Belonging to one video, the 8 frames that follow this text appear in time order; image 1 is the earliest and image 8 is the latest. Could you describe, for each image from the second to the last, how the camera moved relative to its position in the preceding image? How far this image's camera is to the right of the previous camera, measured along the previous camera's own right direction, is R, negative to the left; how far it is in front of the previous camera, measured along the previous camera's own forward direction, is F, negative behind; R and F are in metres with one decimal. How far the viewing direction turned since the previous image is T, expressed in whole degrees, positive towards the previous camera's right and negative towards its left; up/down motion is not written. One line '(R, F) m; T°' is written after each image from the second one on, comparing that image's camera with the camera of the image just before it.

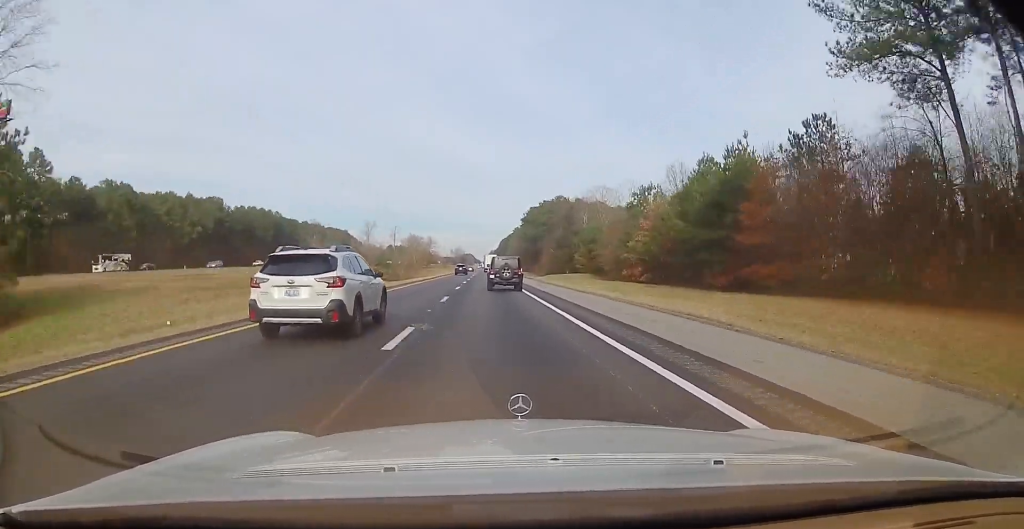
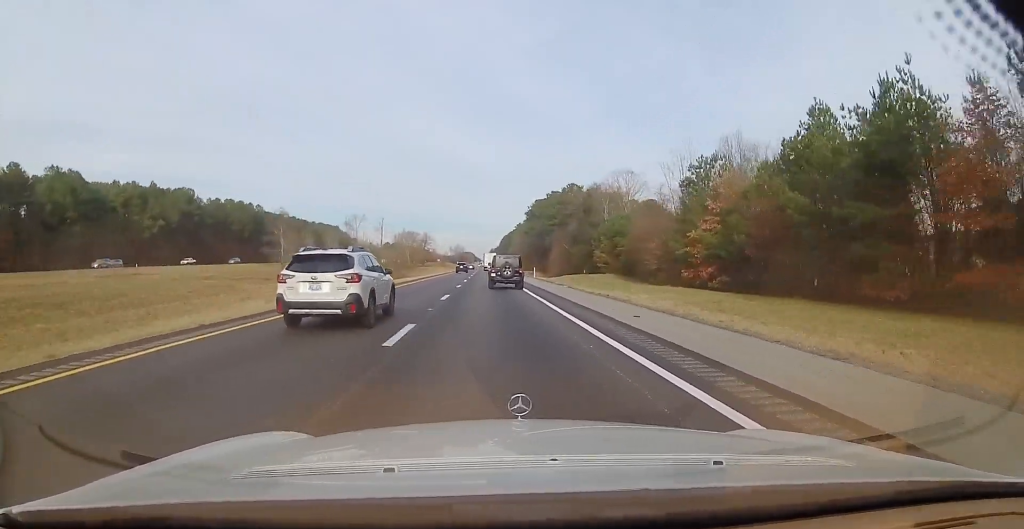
(+0.1, +24.0) m; 0°
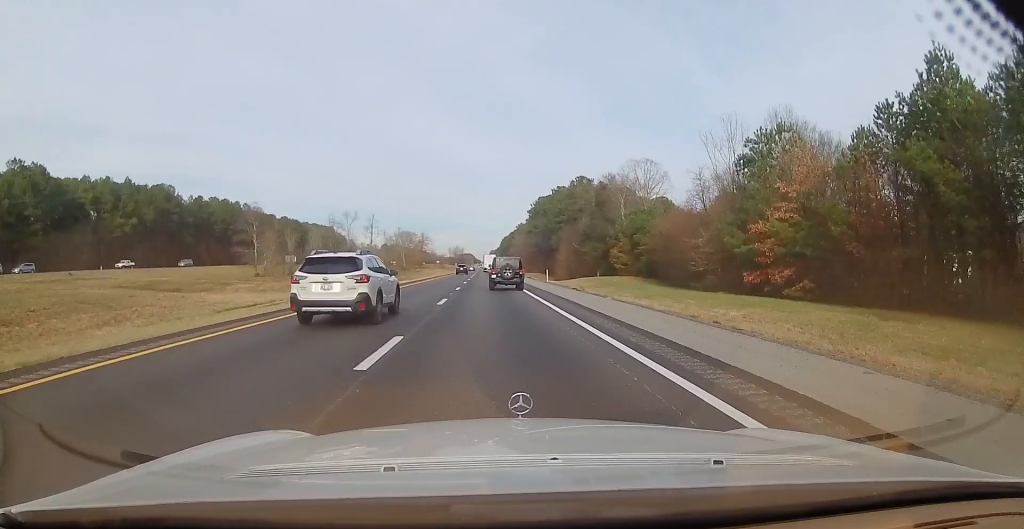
(+0.2, +14.2) m; 0°
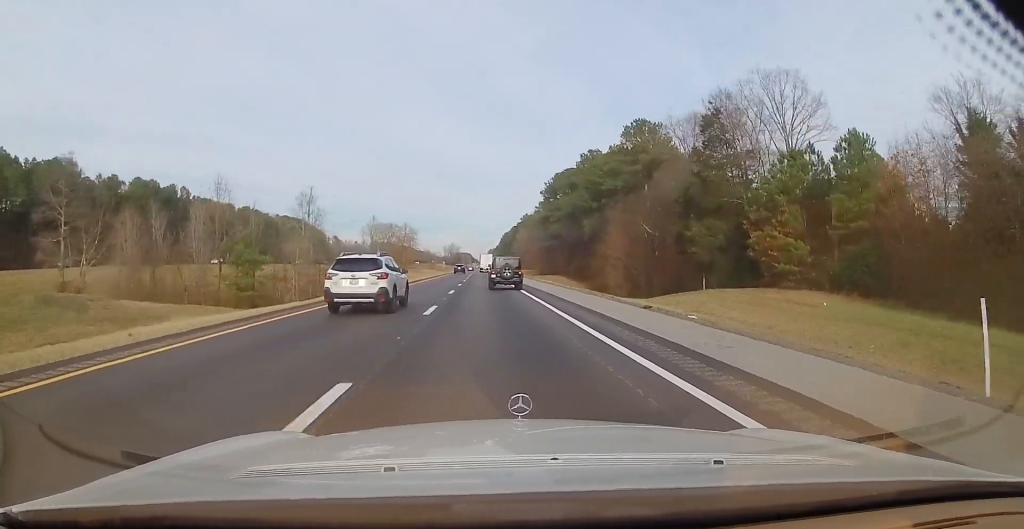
(-0.9, +52.2) m; -1°
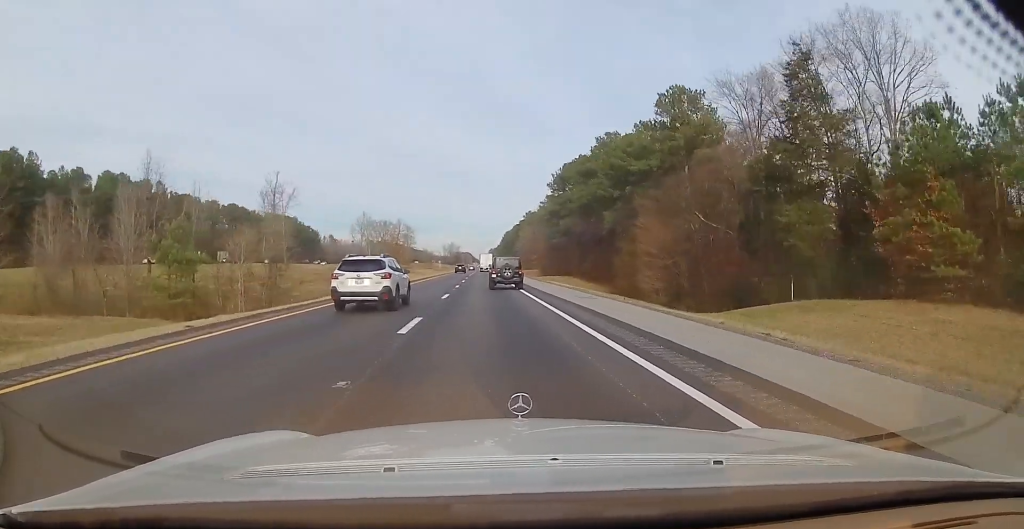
(-0.2, +16.4) m; 0°
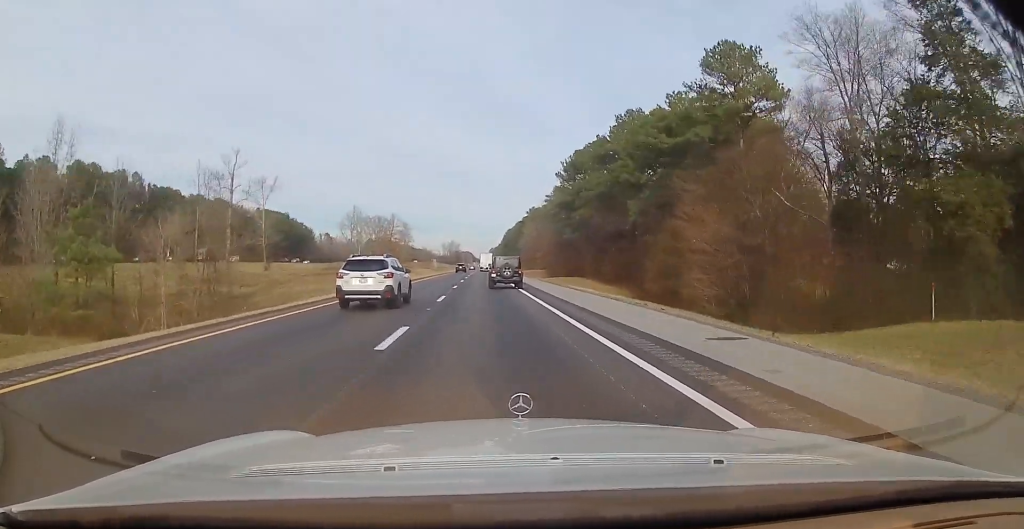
(+0.3, +14.3) m; 0°
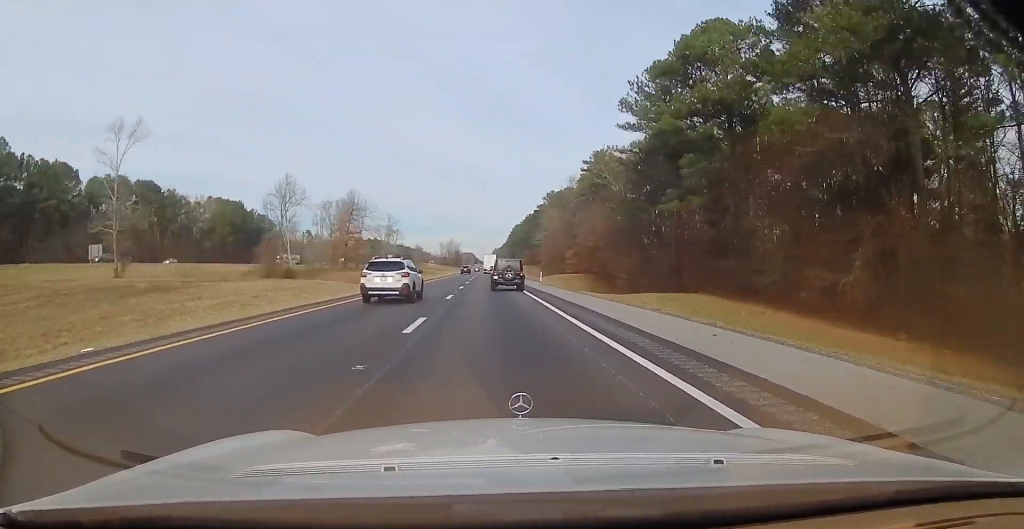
(-0.1, +58.6) m; -1°
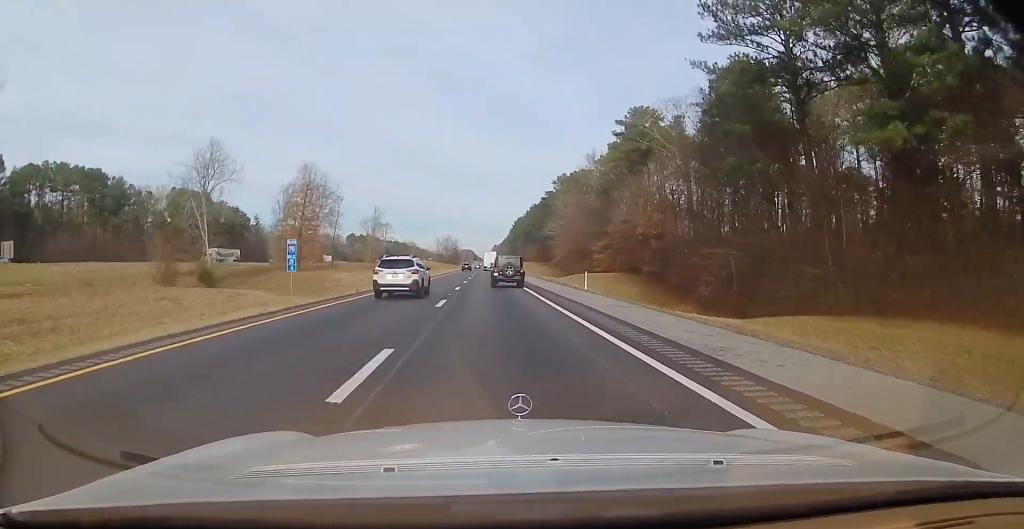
(-0.2, +29.8) m; 0°
